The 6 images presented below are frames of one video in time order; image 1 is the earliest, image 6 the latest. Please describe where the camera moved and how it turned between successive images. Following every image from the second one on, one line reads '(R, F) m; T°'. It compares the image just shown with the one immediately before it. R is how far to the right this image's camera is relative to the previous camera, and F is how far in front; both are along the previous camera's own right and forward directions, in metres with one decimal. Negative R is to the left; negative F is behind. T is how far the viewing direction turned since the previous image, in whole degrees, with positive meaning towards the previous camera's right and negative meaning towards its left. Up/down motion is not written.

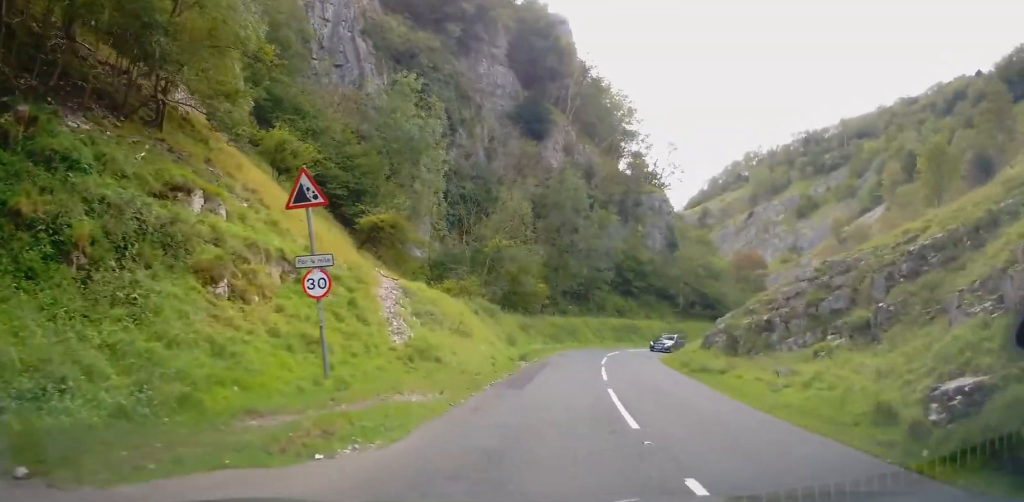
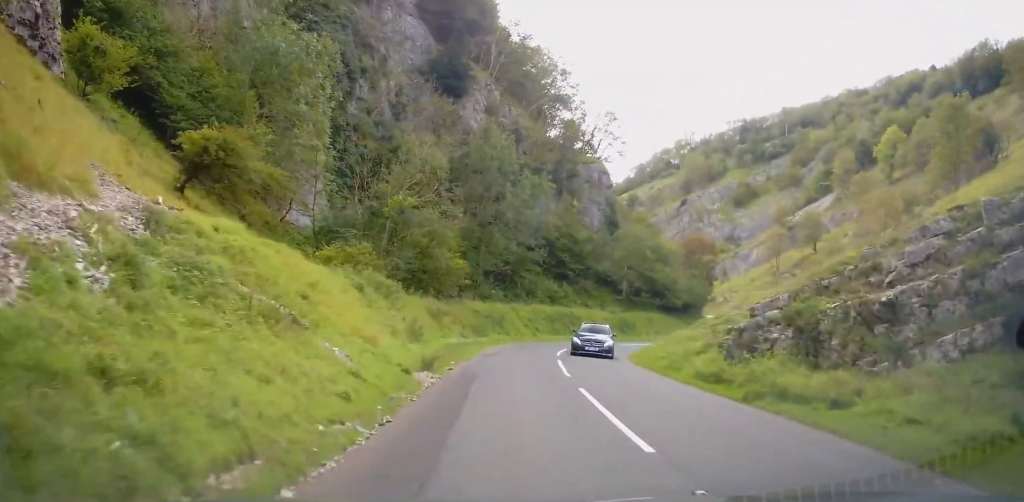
(+0.6, +11.7) m; +9°
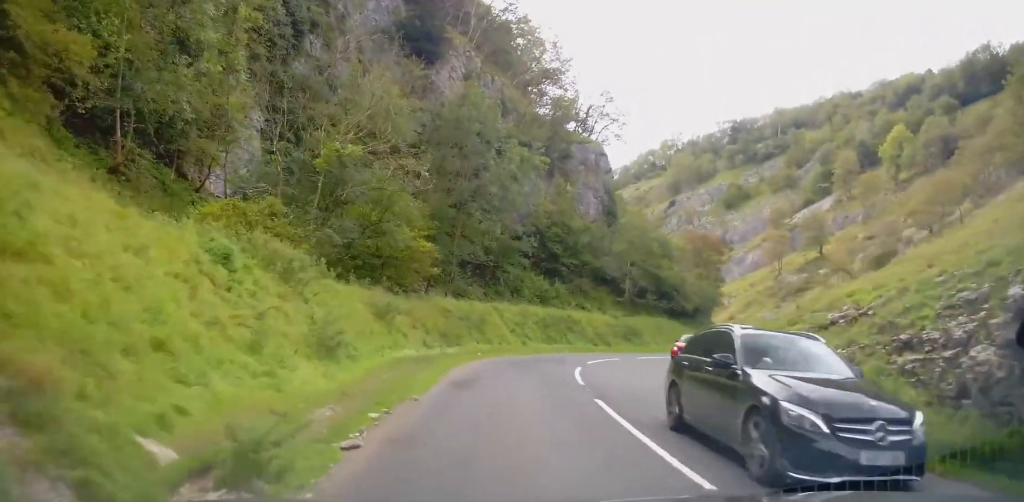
(+1.0, +10.6) m; +6°
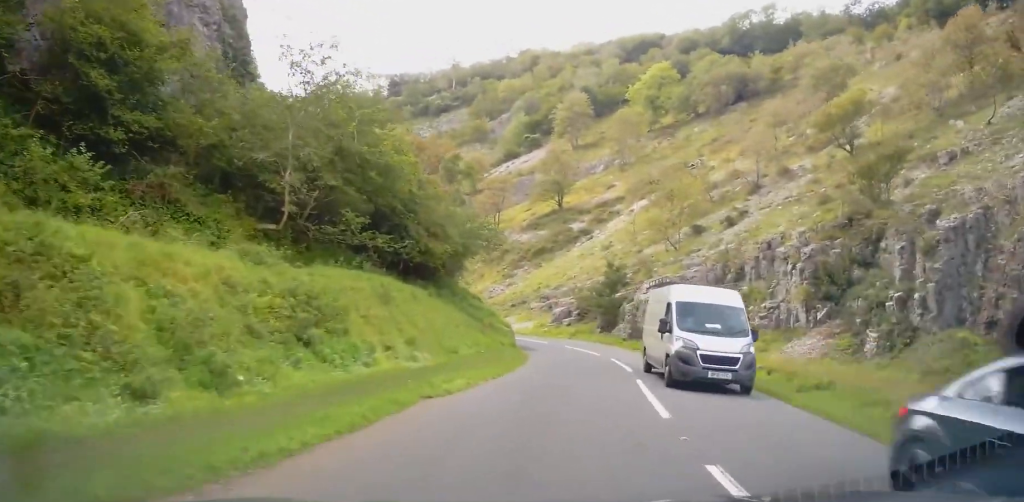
(+5.6, +33.8) m; +27°
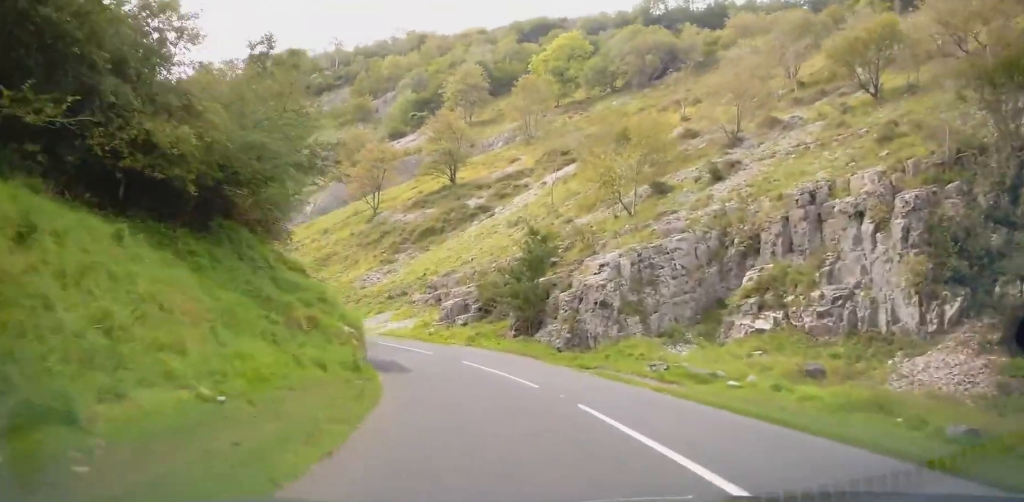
(+1.6, +14.1) m; +11°
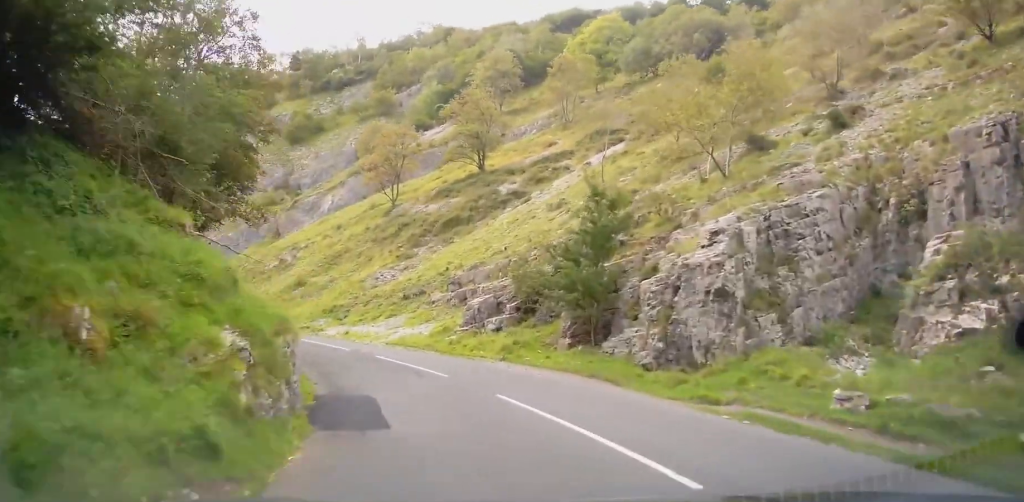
(+0.2, +7.9) m; -3°
